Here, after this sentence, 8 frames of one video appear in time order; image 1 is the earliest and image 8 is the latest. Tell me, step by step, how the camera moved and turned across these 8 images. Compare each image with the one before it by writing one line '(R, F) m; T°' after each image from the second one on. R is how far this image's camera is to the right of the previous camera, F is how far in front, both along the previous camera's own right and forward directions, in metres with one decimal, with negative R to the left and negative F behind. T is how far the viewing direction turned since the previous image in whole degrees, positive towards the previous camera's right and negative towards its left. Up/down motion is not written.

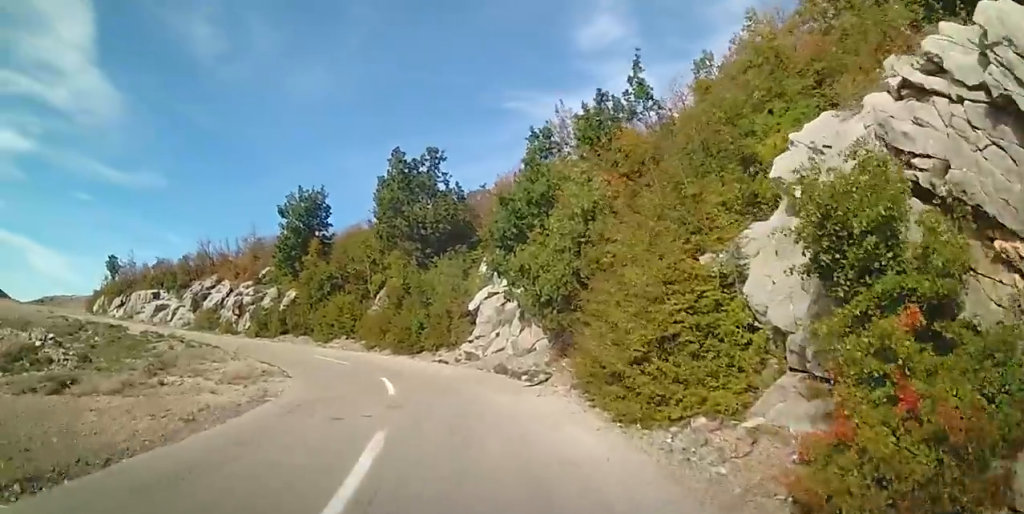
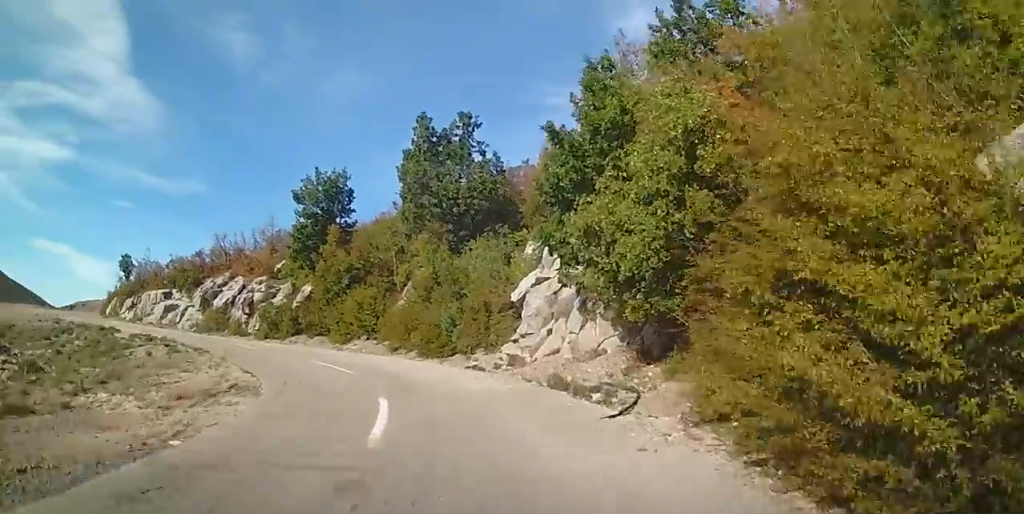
(+0.2, +4.9) m; -7°
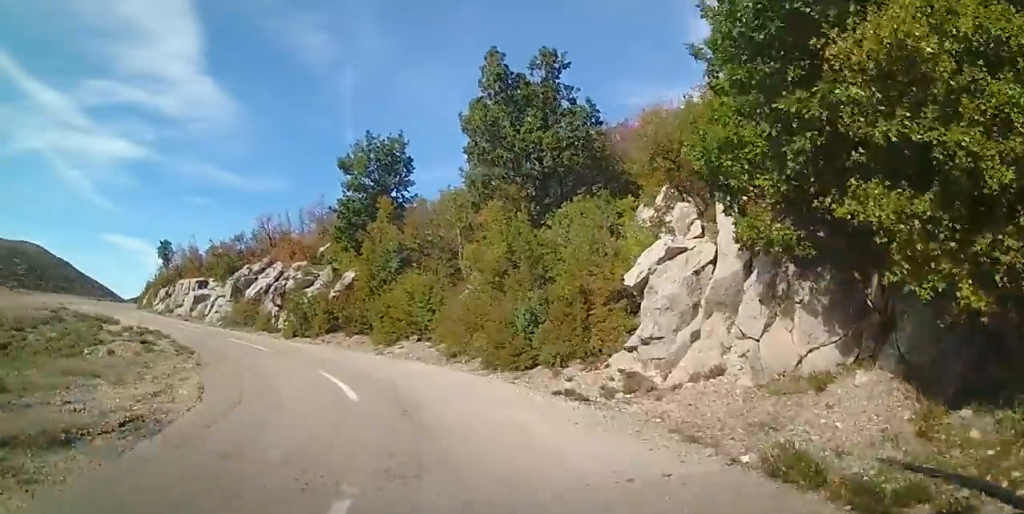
(-1.0, +6.6) m; -12°
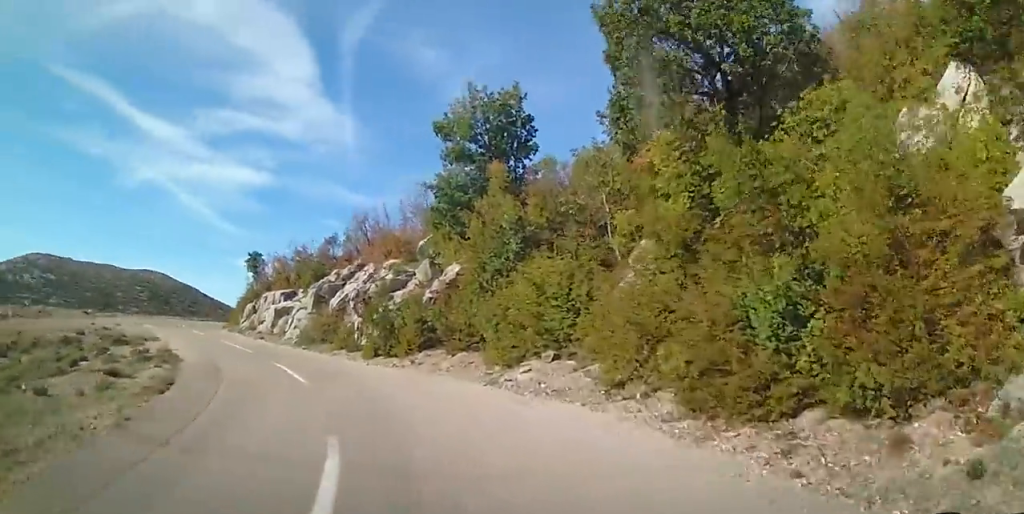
(-0.9, +7.4) m; -10°
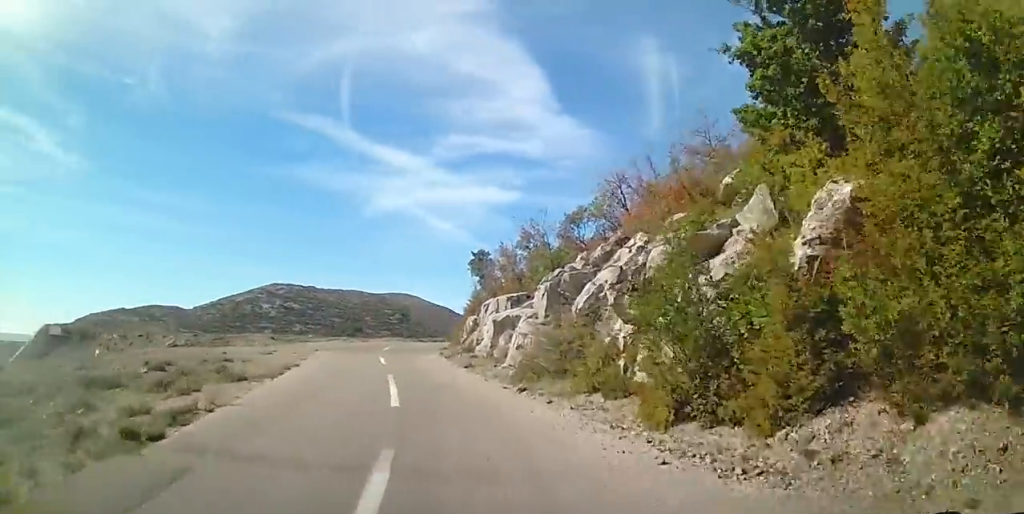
(-1.1, +9.9) m; -24°
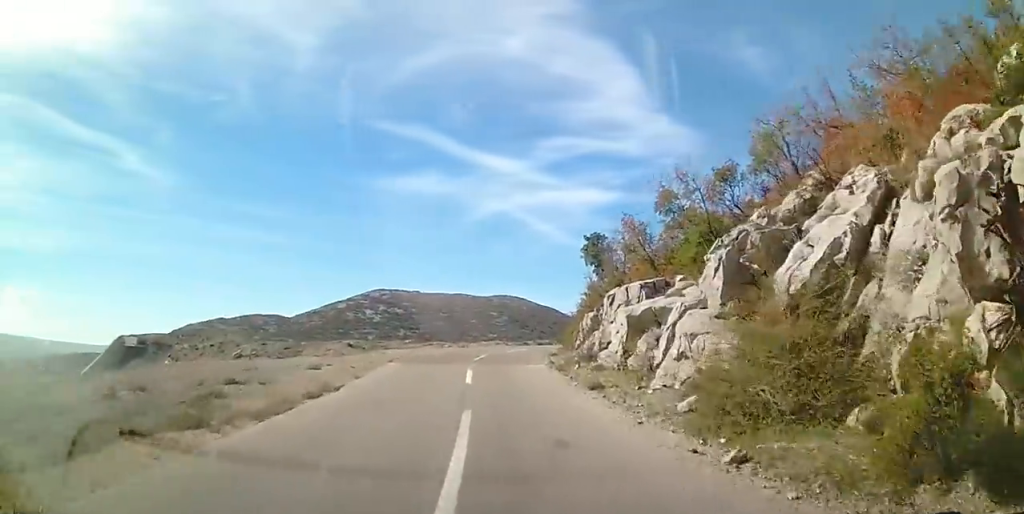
(-0.9, +5.4) m; -14°
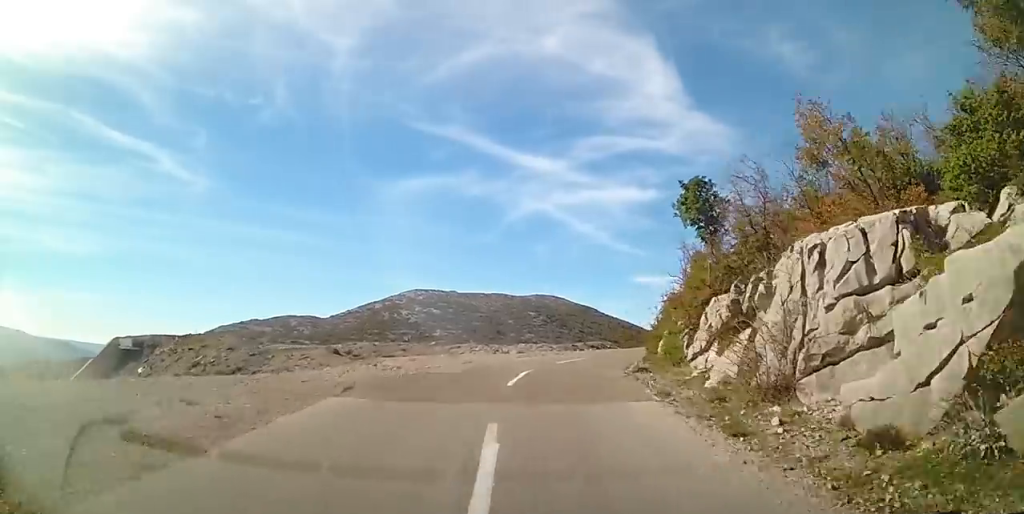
(-2.2, +9.8) m; -9°
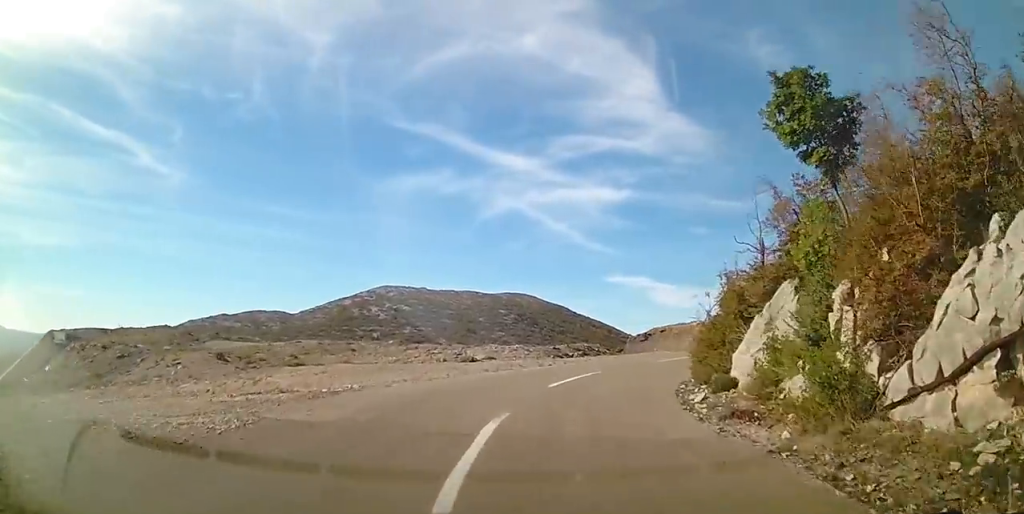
(+0.4, +8.2) m; +7°
